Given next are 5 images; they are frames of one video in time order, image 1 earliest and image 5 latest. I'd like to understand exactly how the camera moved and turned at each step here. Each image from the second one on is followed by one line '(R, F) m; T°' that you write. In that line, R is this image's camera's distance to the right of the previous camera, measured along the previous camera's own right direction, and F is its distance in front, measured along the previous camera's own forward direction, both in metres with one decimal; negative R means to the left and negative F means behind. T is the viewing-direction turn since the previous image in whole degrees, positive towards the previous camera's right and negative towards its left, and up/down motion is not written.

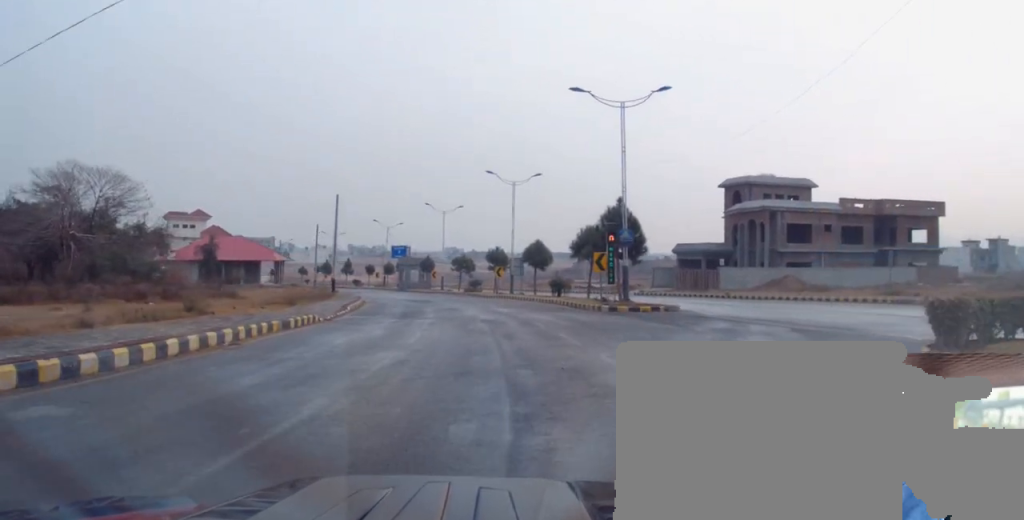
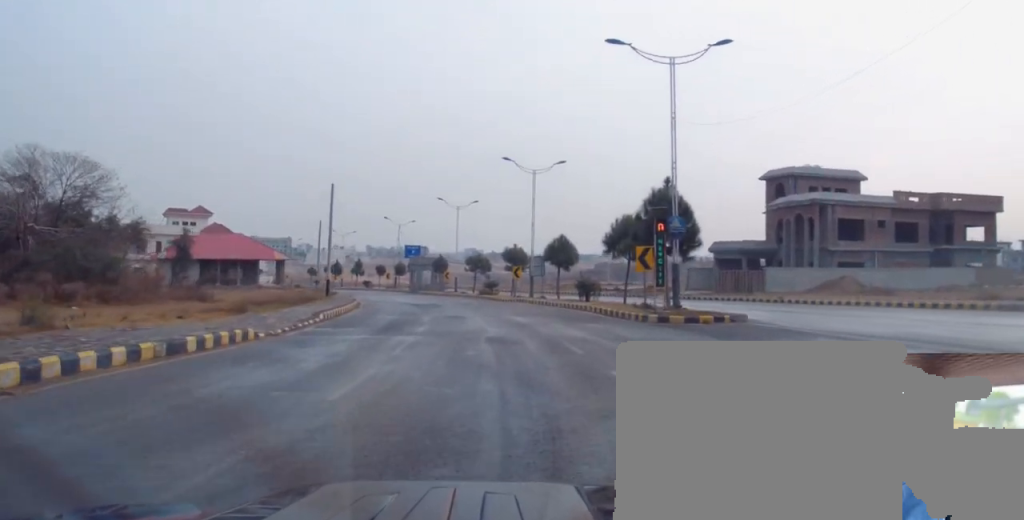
(0.0, +7.9) m; -1°
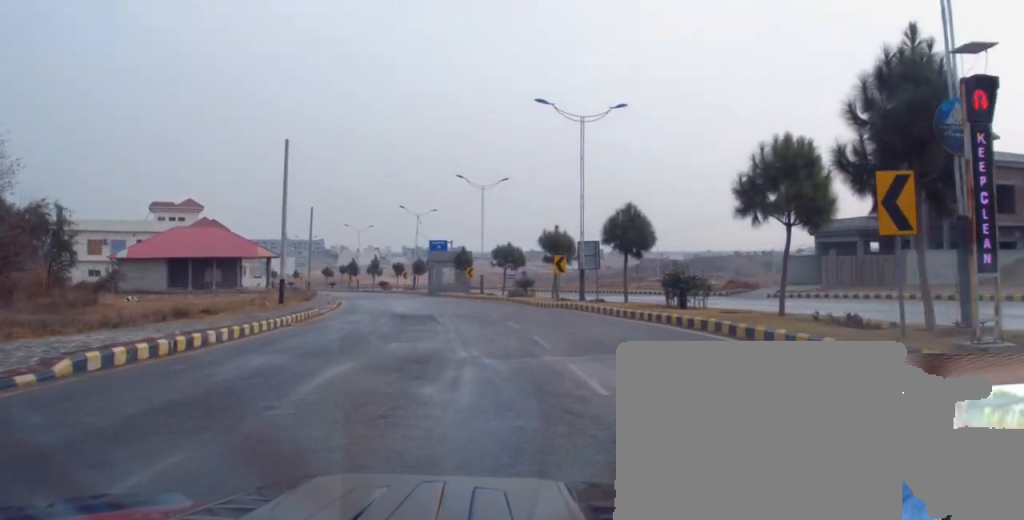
(-0.8, +17.4) m; -3°
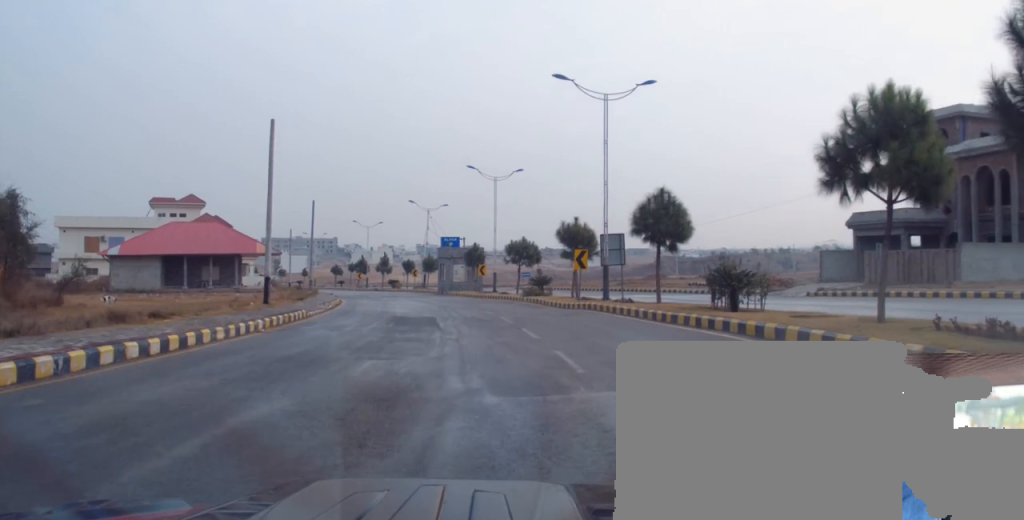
(+0.3, +4.2) m; 0°
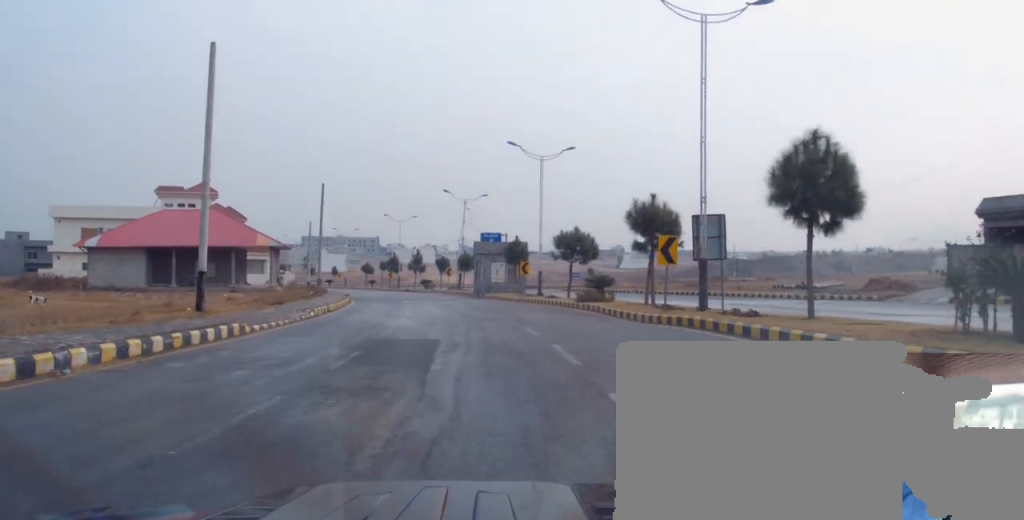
(-0.5, +10.8) m; -4°
